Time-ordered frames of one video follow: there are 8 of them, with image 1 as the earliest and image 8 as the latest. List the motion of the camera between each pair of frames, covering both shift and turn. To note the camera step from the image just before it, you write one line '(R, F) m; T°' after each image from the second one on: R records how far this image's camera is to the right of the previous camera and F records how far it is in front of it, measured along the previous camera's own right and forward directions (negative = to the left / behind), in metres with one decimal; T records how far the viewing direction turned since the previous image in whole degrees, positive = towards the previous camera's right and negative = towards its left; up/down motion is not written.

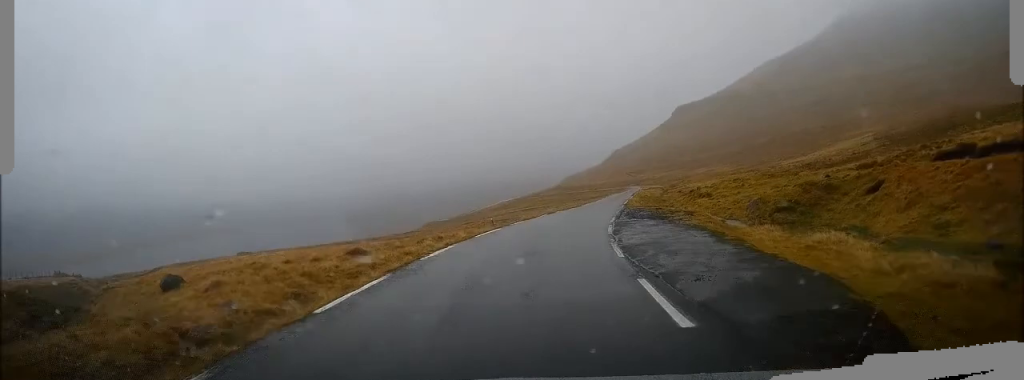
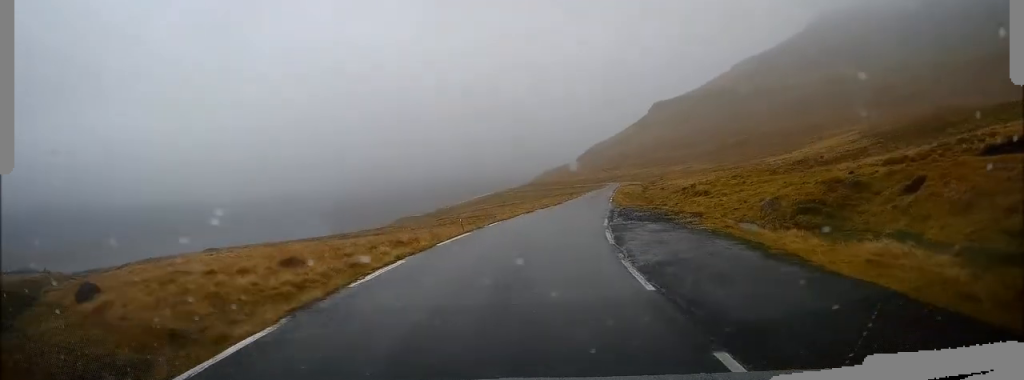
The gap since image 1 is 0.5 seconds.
(0.0, +3.9) m; 0°
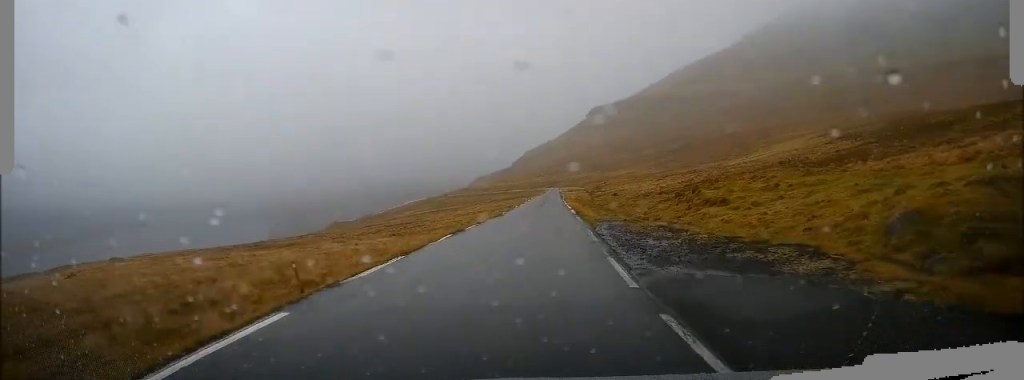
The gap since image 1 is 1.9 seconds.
(+0.3, +10.9) m; +5°
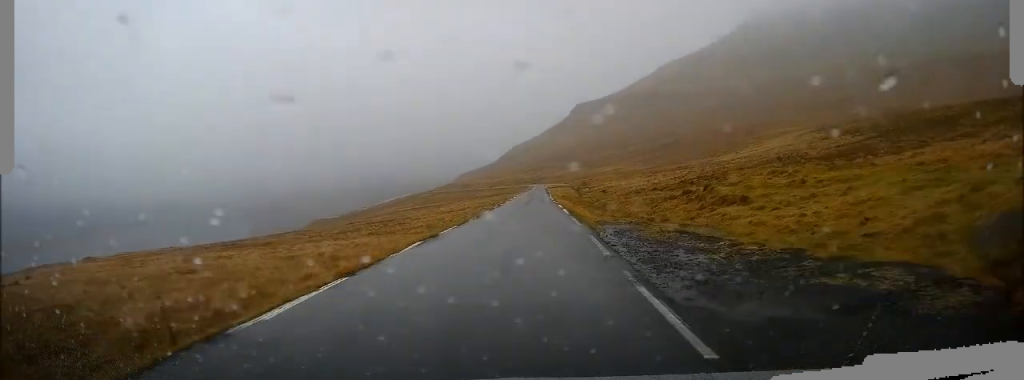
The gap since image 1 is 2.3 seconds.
(+0.1, +3.3) m; +2°
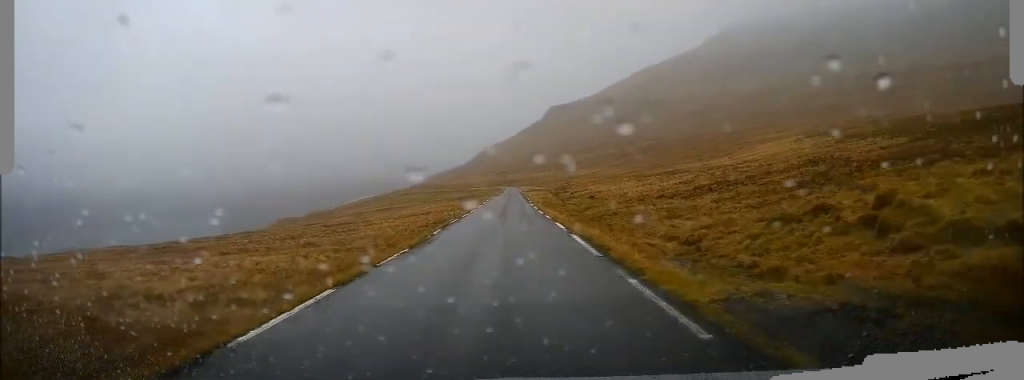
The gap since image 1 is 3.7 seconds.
(+0.5, +12.1) m; +6°
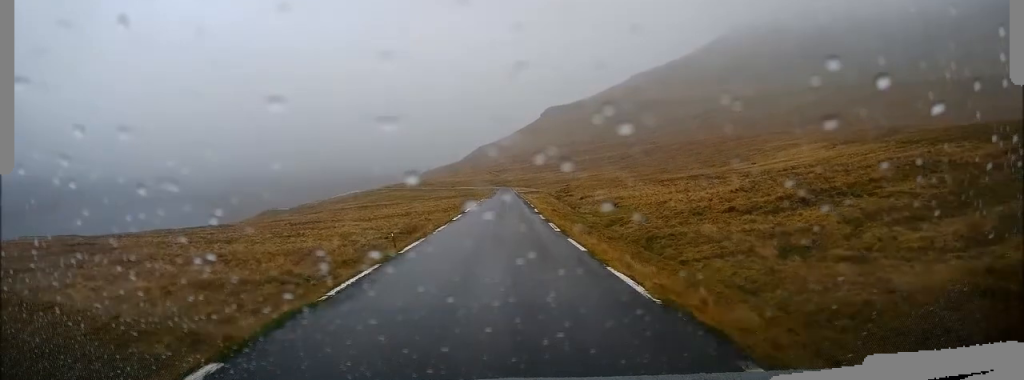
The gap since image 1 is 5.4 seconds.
(+1.0, +14.7) m; +6°
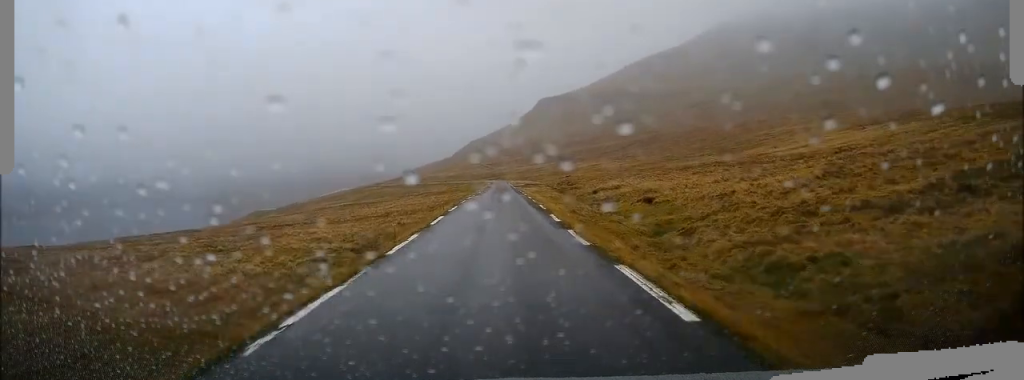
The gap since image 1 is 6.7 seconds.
(0.0, +12.6) m; -1°
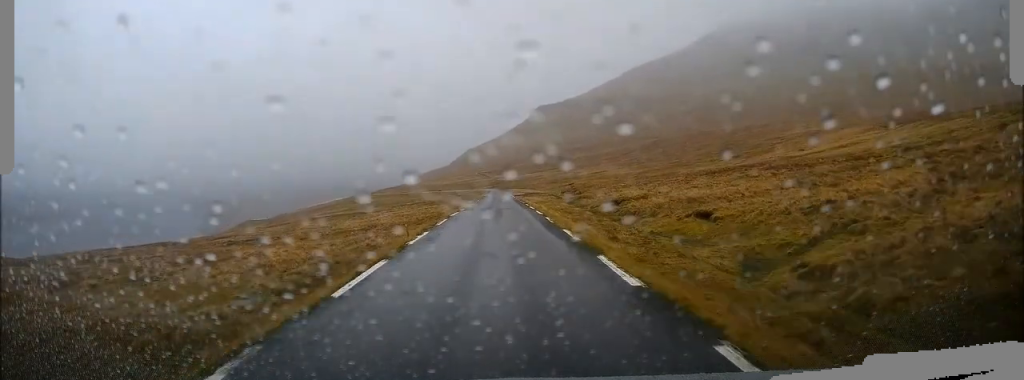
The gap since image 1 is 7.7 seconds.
(-0.1, +9.4) m; -1°
